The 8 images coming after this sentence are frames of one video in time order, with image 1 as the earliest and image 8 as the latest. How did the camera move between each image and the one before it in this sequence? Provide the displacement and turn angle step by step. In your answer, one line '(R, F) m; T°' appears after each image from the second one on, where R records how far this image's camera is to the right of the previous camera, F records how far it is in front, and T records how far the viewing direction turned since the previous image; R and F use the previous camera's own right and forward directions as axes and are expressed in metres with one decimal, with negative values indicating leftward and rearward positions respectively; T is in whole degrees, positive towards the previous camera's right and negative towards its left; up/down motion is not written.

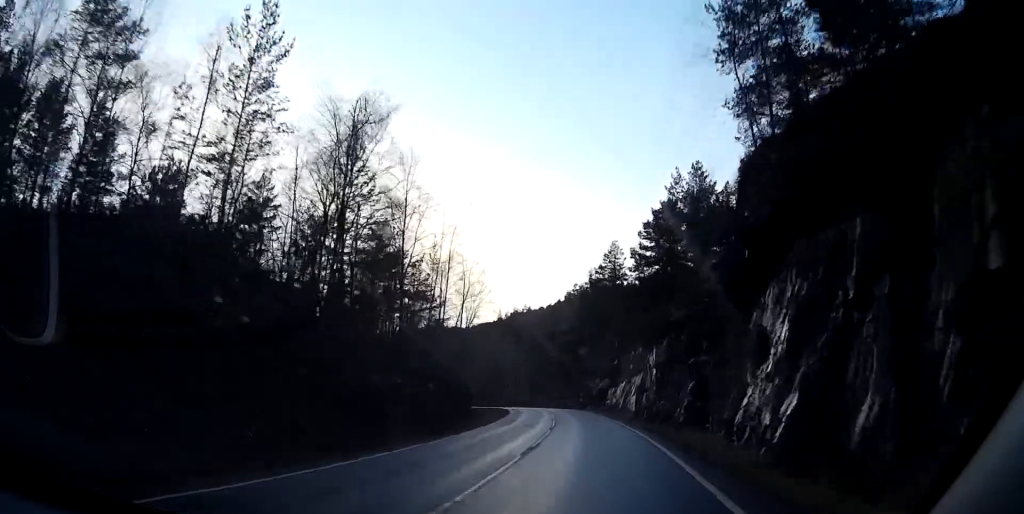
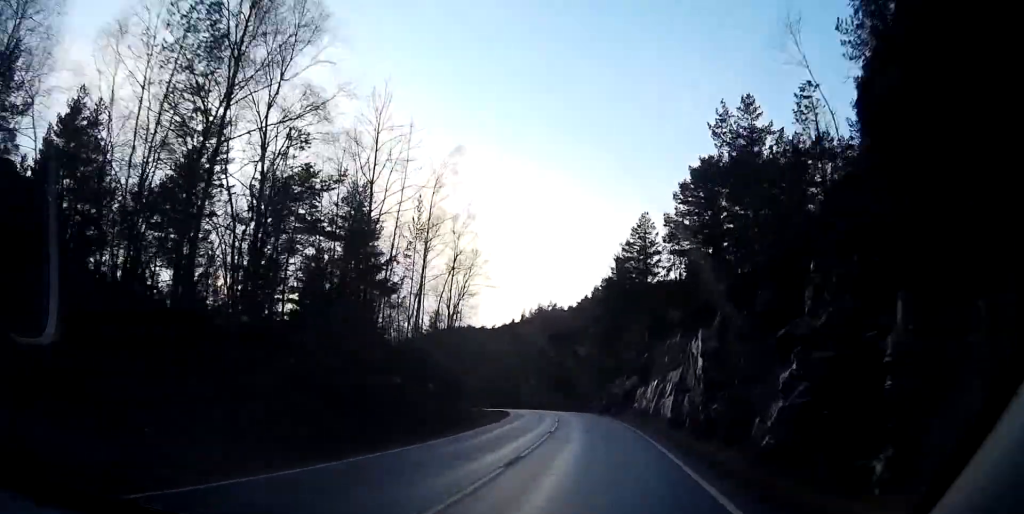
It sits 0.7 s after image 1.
(-0.4, +14.6) m; -3°
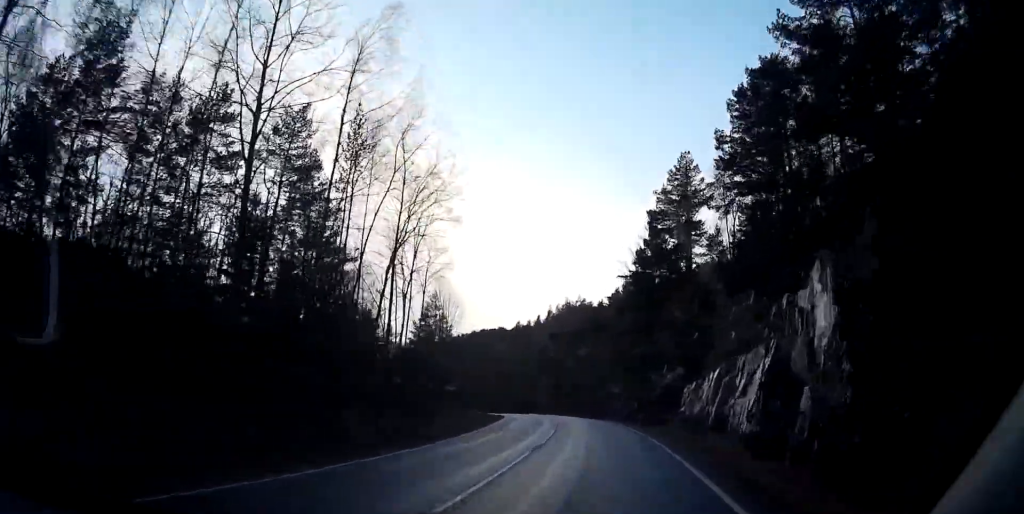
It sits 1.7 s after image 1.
(-0.6, +19.0) m; -4°
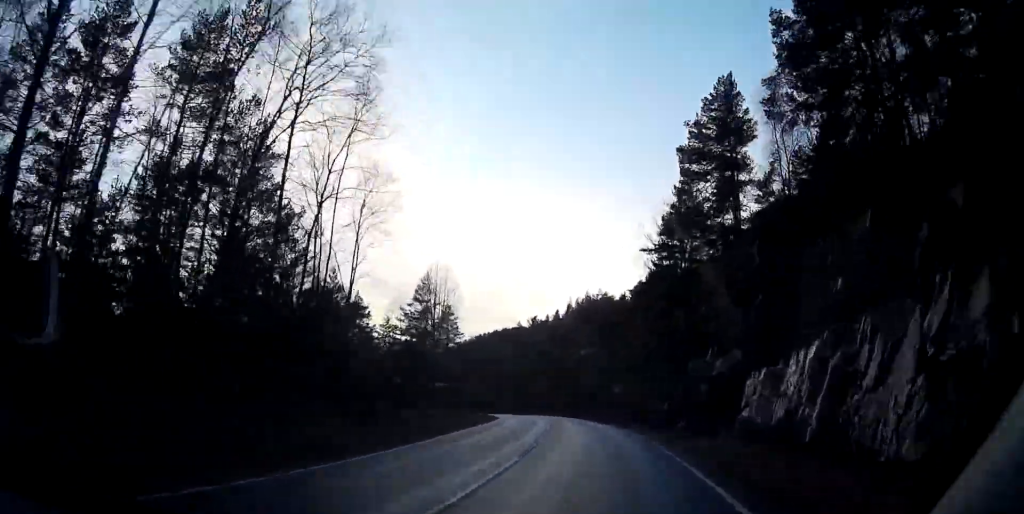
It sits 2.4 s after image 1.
(-0.3, +13.6) m; -3°
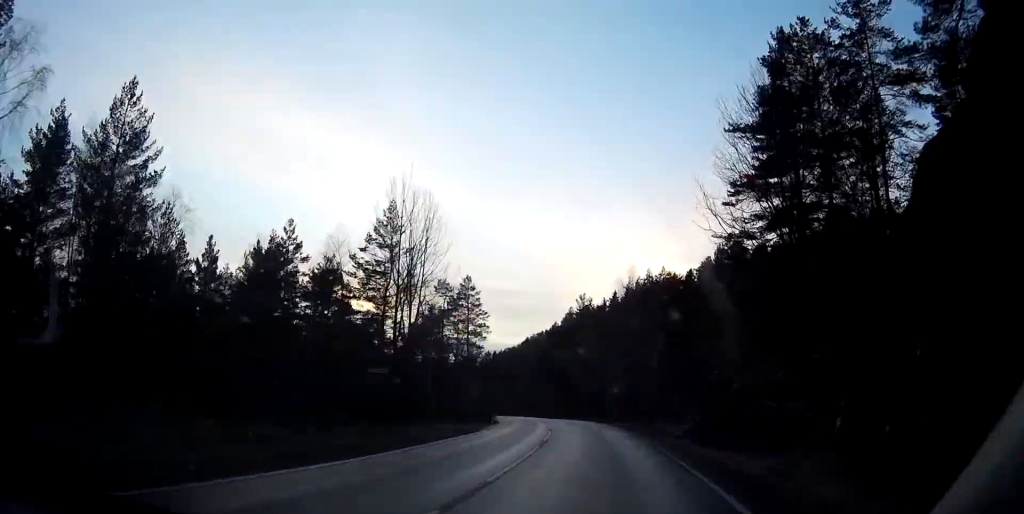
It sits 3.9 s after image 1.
(-1.8, +29.0) m; -7°
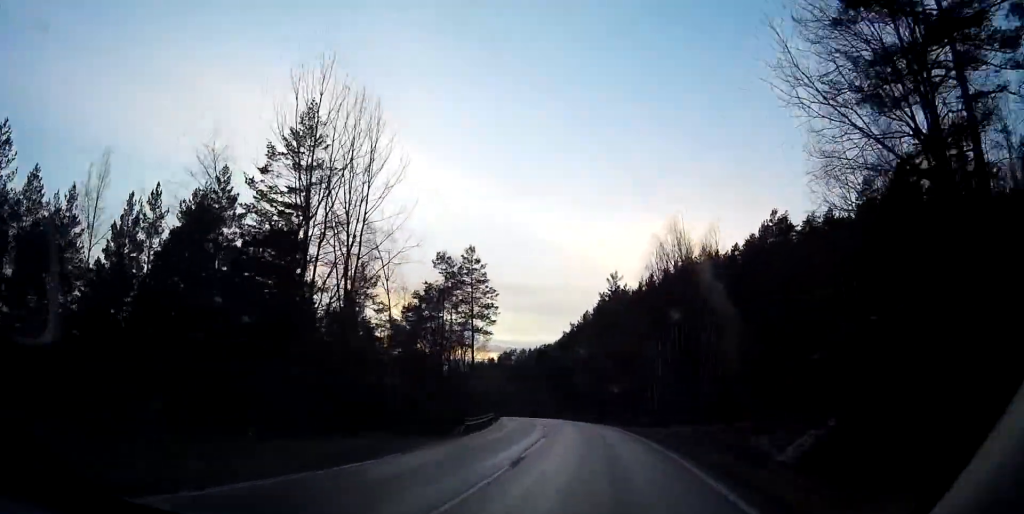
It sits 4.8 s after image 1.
(-0.5, +18.3) m; -1°
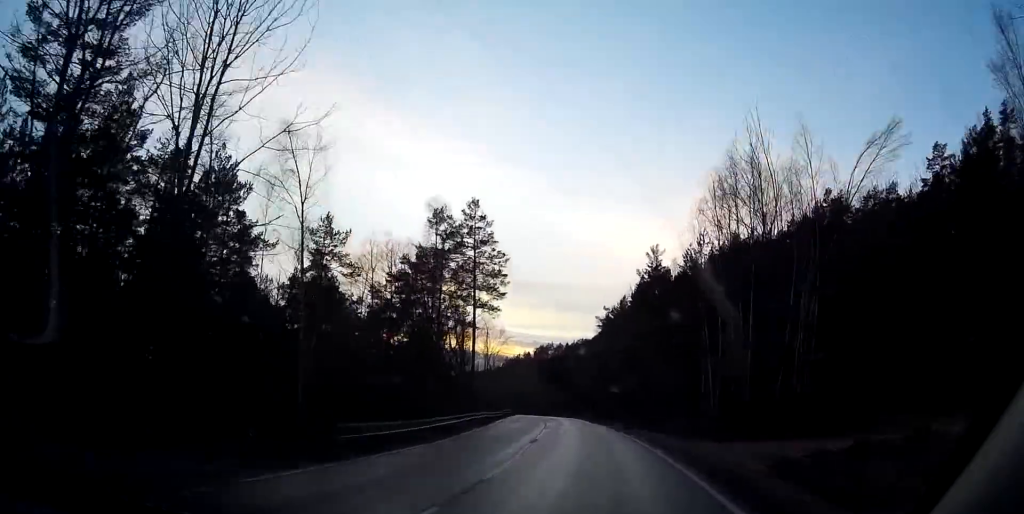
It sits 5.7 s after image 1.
(0.0, +17.3) m; 0°
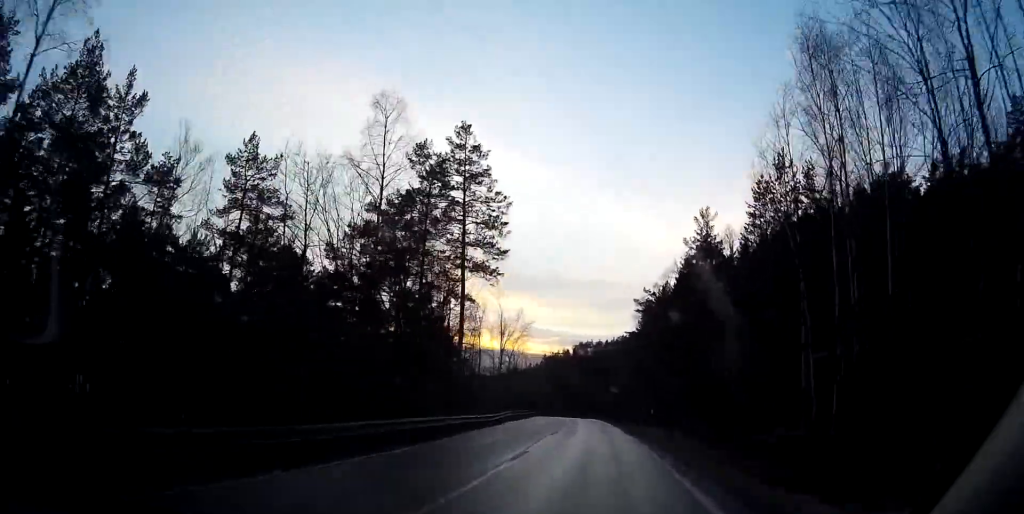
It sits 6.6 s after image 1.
(-0.1, +17.4) m; -1°
